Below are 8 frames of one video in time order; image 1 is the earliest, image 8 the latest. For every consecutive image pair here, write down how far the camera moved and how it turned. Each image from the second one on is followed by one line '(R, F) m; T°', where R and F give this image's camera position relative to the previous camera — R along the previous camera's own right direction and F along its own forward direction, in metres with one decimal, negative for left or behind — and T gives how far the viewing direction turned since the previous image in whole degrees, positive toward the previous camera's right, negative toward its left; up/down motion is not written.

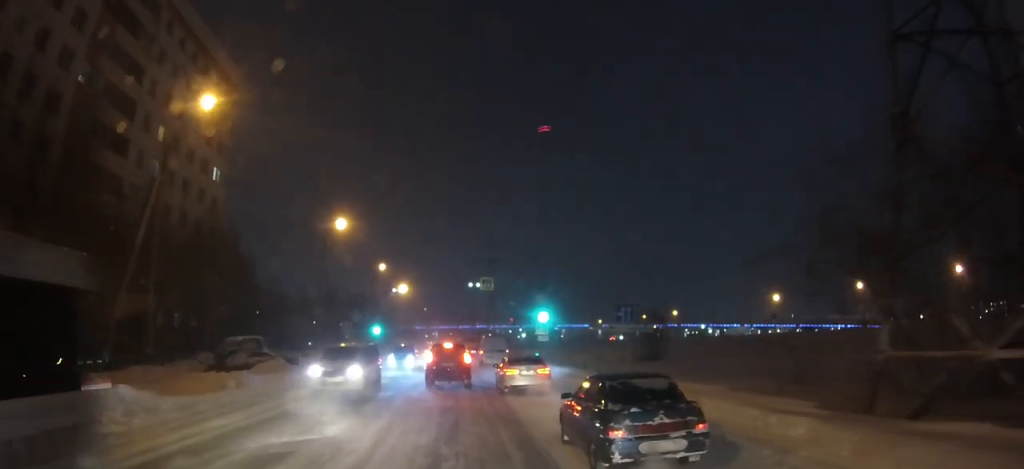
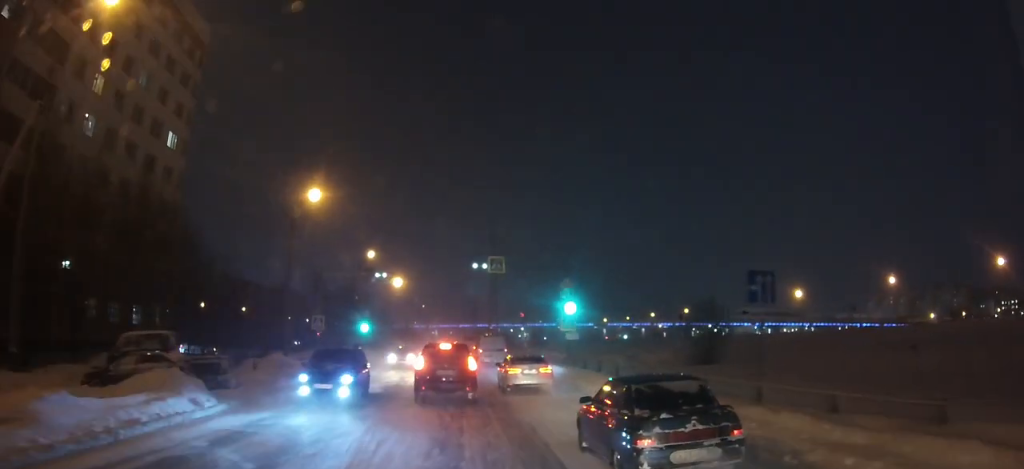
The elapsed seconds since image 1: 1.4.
(0.0, +9.0) m; 0°
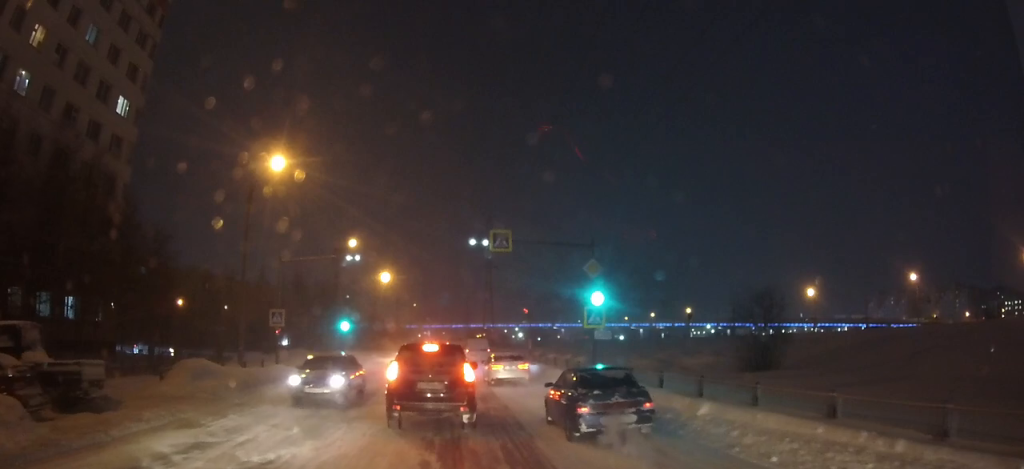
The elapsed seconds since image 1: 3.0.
(0.0, +7.1) m; +1°
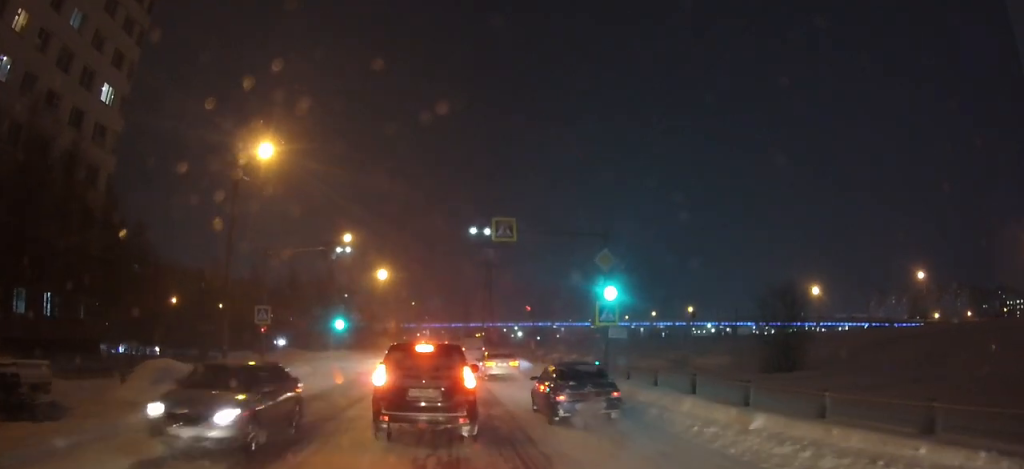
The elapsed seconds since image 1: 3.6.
(0.0, +1.9) m; 0°
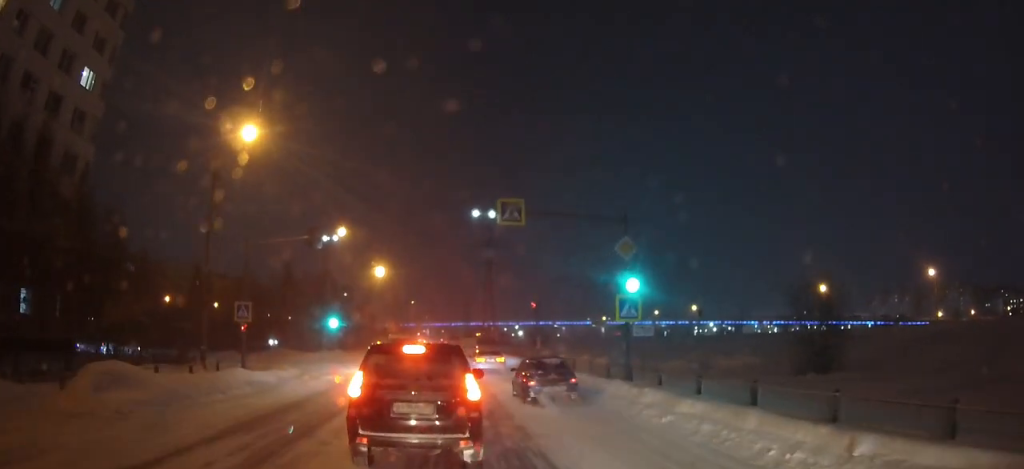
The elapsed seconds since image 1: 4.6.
(0.0, +2.3) m; +1°
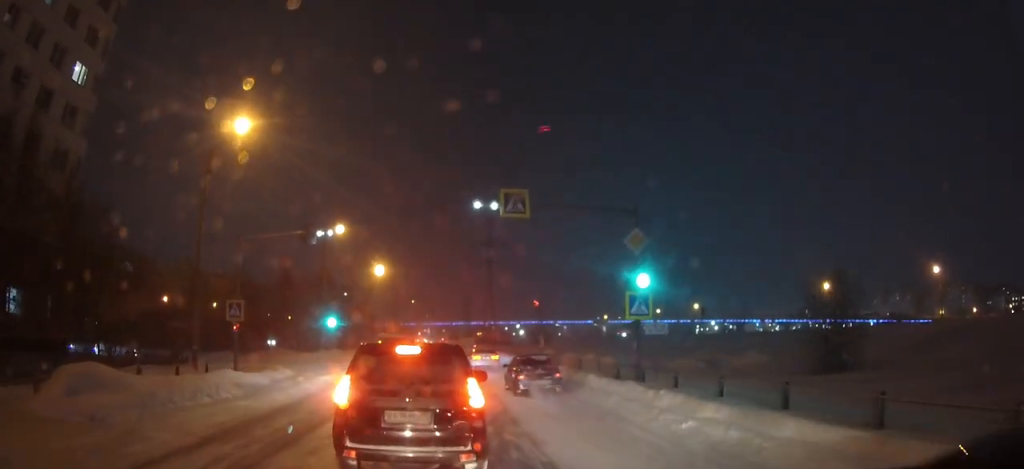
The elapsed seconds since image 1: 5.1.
(0.0, +0.9) m; +1°
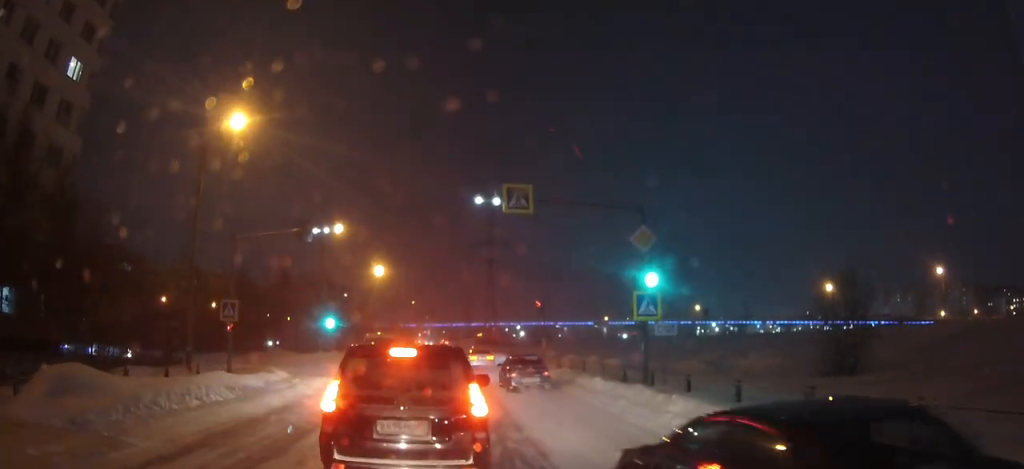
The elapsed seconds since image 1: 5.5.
(0.0, +0.6) m; 0°
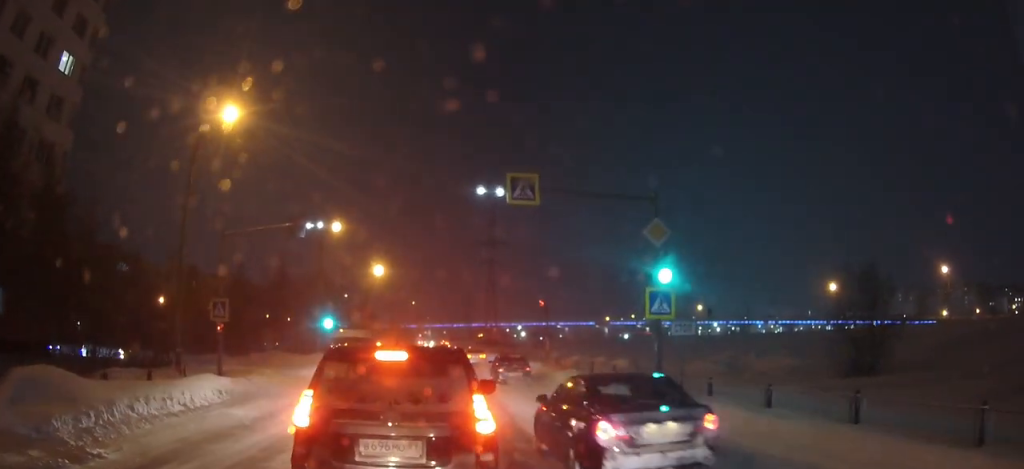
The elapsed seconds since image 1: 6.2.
(+0.1, +0.8) m; 0°
